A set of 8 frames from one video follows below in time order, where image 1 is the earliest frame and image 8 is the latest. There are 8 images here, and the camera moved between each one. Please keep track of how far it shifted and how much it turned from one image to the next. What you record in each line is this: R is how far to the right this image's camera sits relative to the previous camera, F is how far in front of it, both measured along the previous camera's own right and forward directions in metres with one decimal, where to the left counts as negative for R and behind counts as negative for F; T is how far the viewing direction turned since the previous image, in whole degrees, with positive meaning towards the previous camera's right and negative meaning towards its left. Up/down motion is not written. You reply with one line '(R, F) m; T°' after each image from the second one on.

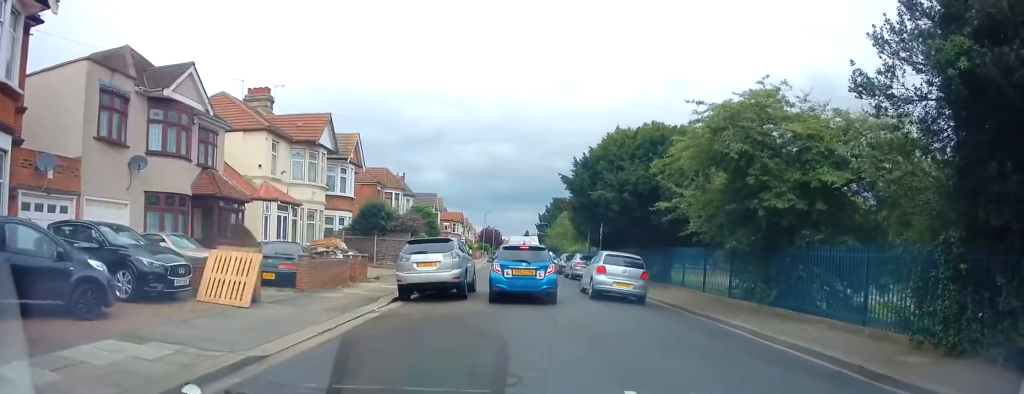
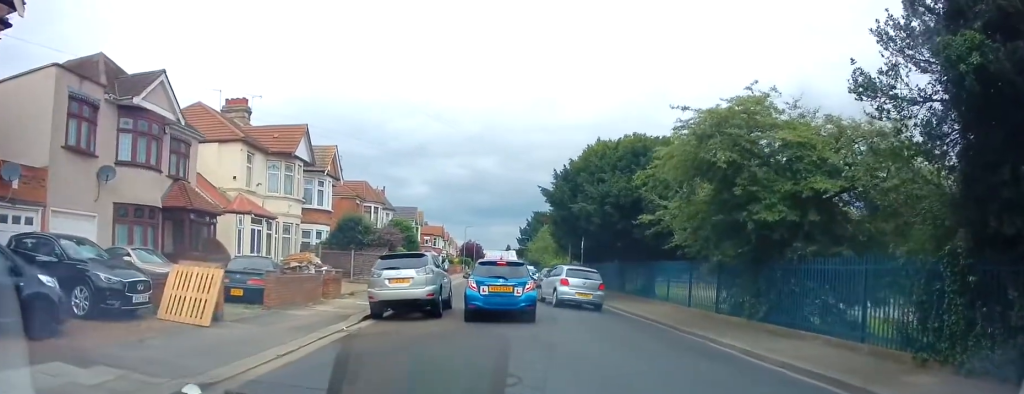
(+0.1, +0.7) m; +6°
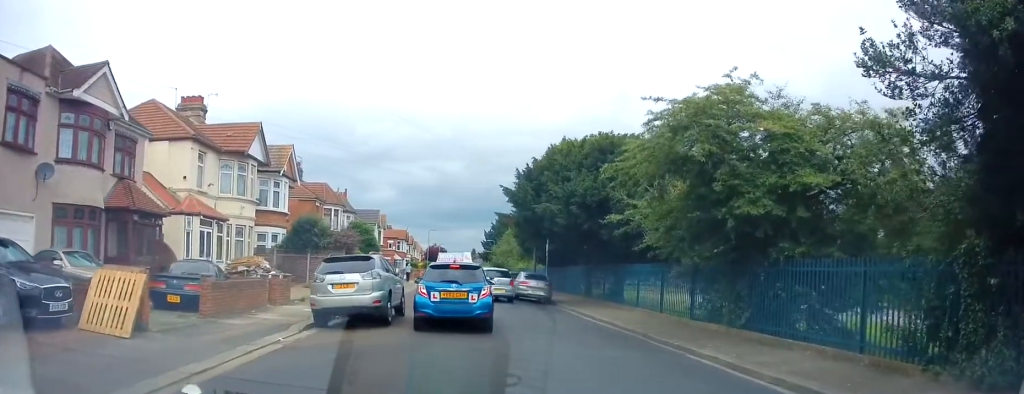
(+0.1, +1.4) m; -1°
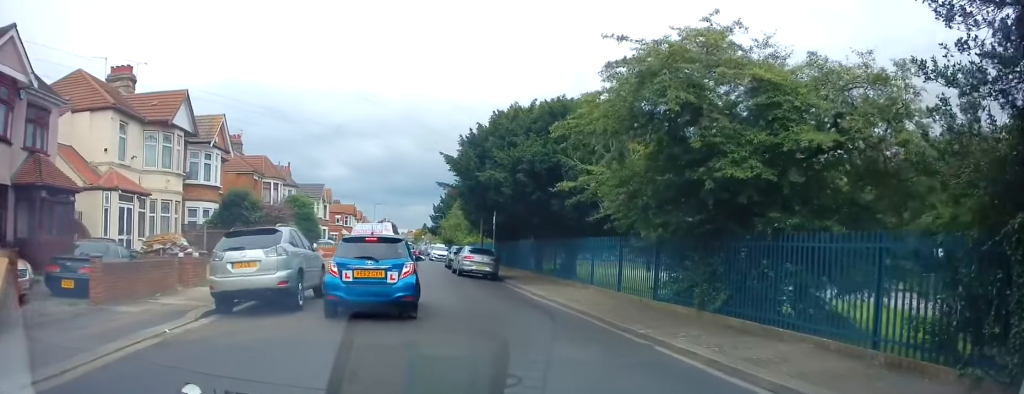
(-0.2, +2.2) m; 0°
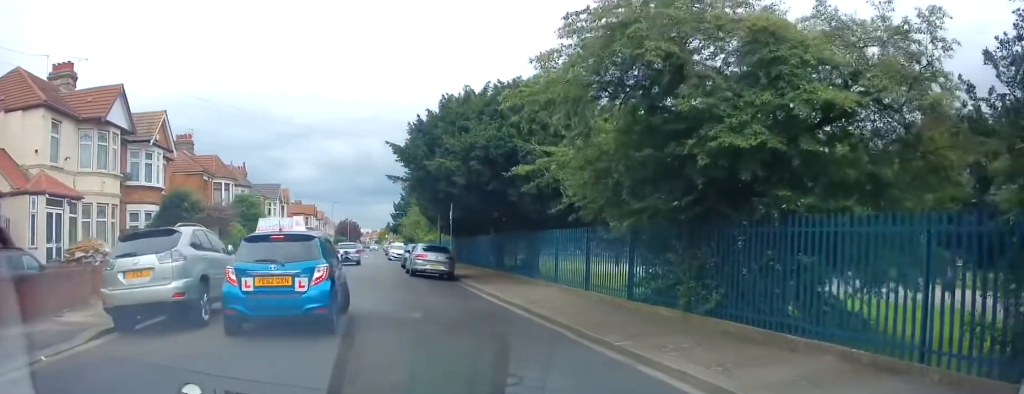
(+0.2, +2.1) m; +4°
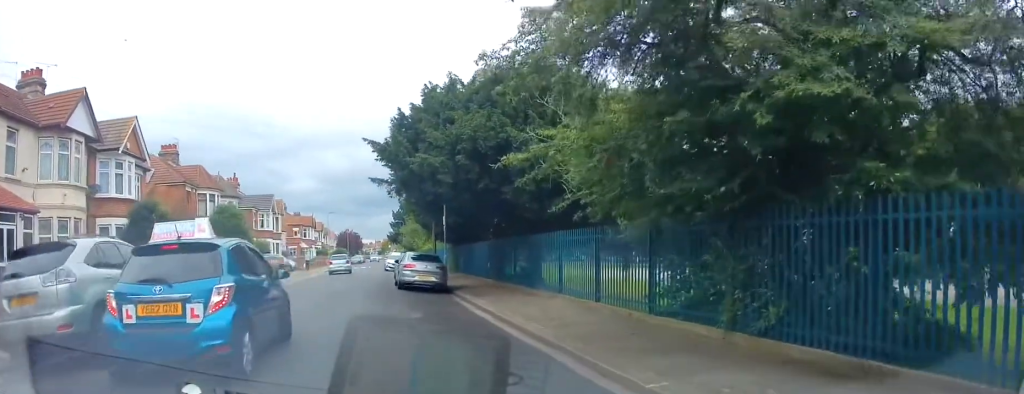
(+0.1, +2.6) m; -5°
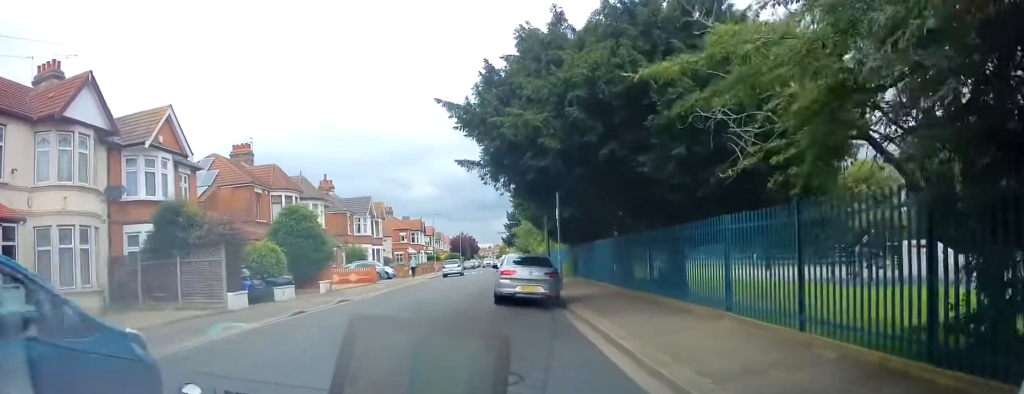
(-0.9, +5.4) m; -16°
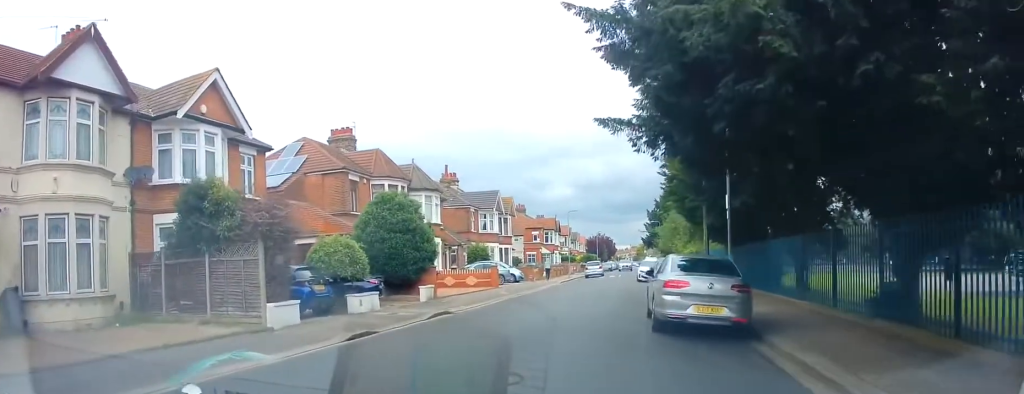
(-0.4, +5.8) m; -7°
